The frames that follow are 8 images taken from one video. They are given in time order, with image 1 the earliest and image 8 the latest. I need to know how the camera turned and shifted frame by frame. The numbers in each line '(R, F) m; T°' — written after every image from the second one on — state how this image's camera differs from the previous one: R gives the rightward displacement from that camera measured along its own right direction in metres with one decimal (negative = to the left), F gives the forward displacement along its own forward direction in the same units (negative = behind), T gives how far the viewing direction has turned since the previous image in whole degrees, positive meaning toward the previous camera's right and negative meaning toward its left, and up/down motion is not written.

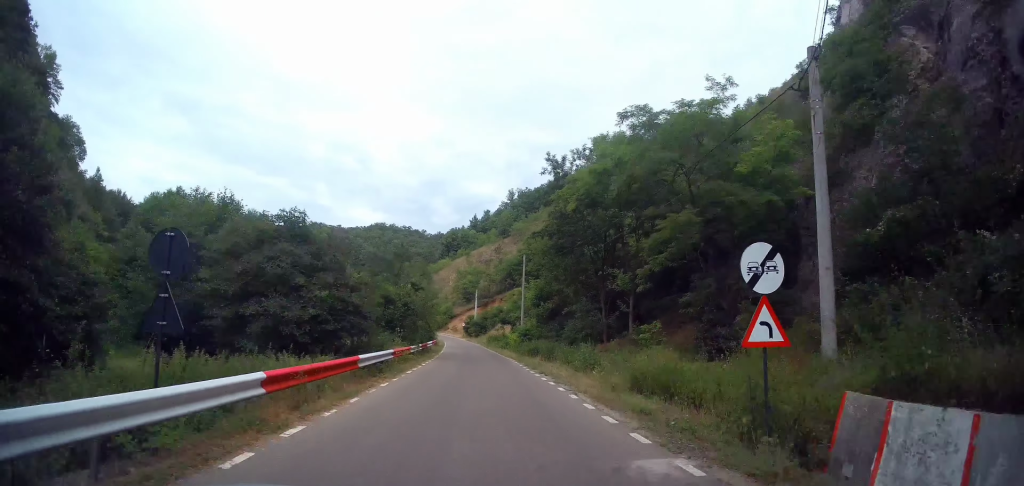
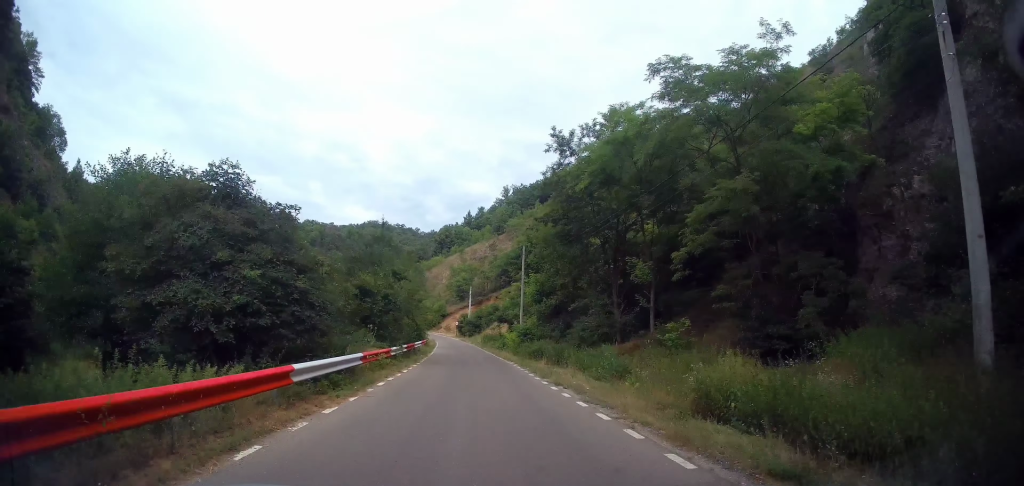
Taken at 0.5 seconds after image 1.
(0.0, +4.7) m; 0°
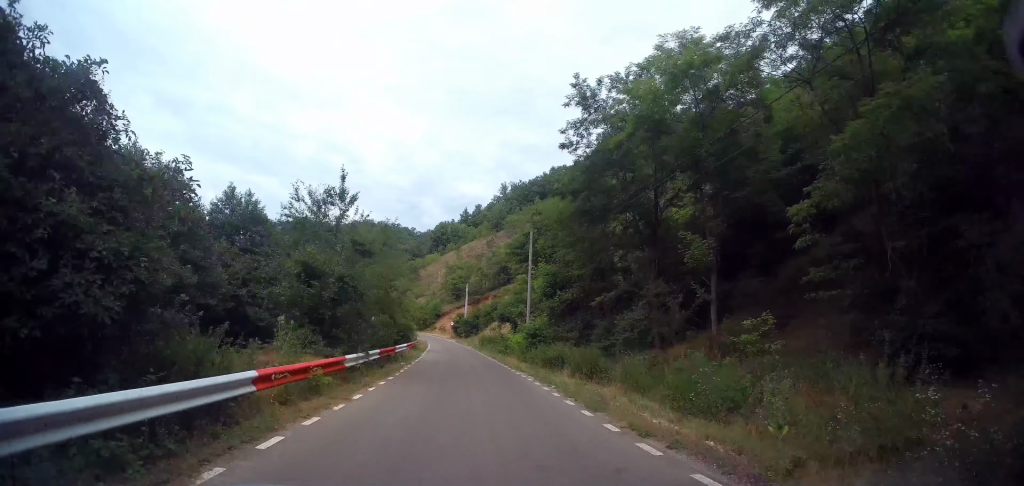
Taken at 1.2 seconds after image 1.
(0.0, +7.5) m; +2°
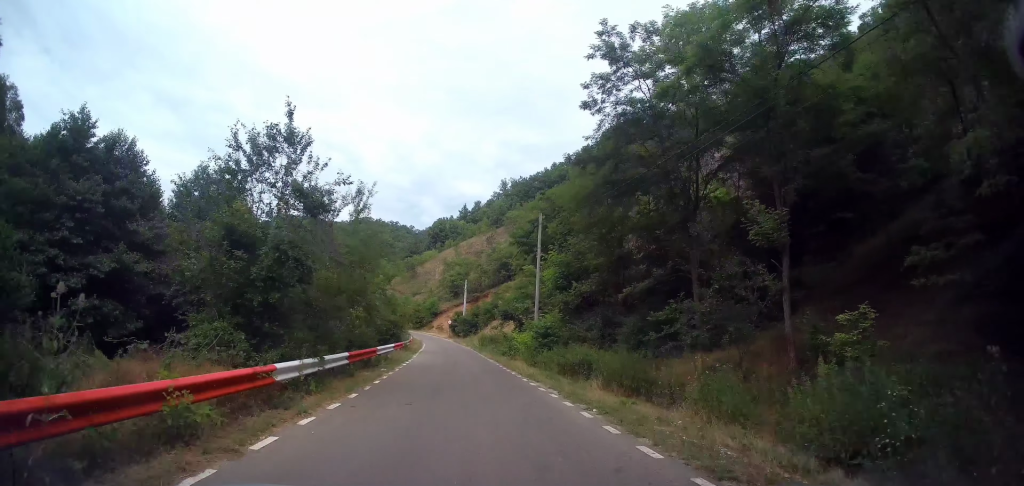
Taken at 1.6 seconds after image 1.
(0.0, +5.1) m; +1°
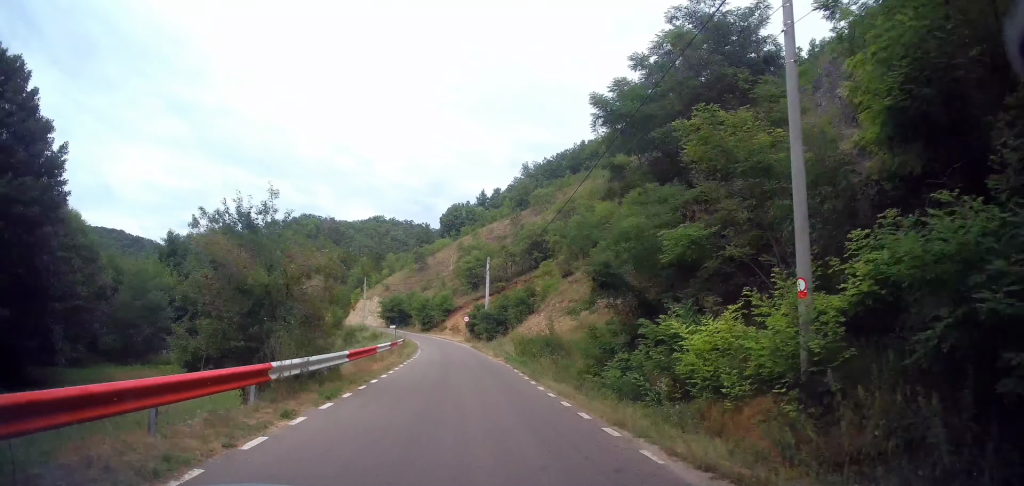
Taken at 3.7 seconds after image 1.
(-0.6, +23.8) m; -4°
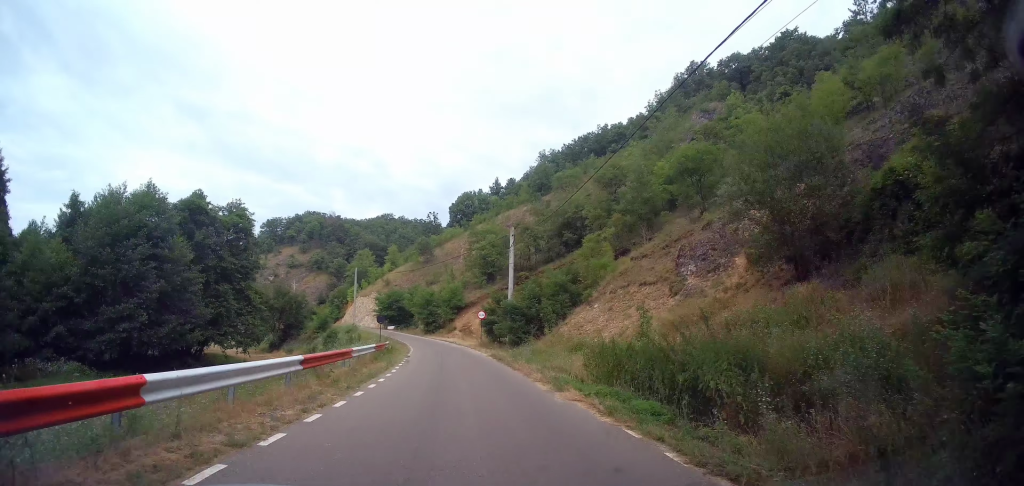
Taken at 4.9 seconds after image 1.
(+0.2, +15.5) m; 0°
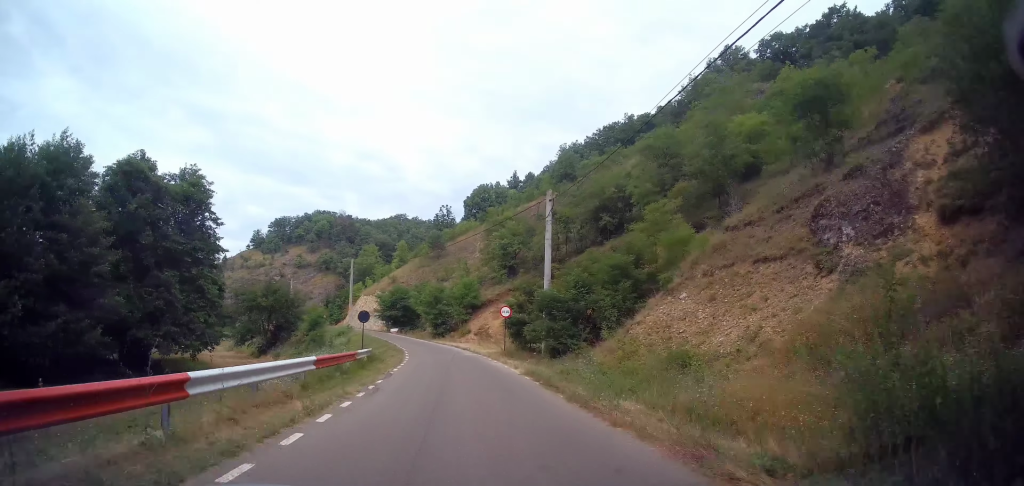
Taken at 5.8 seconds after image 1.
(-0.1, +11.2) m; -2°
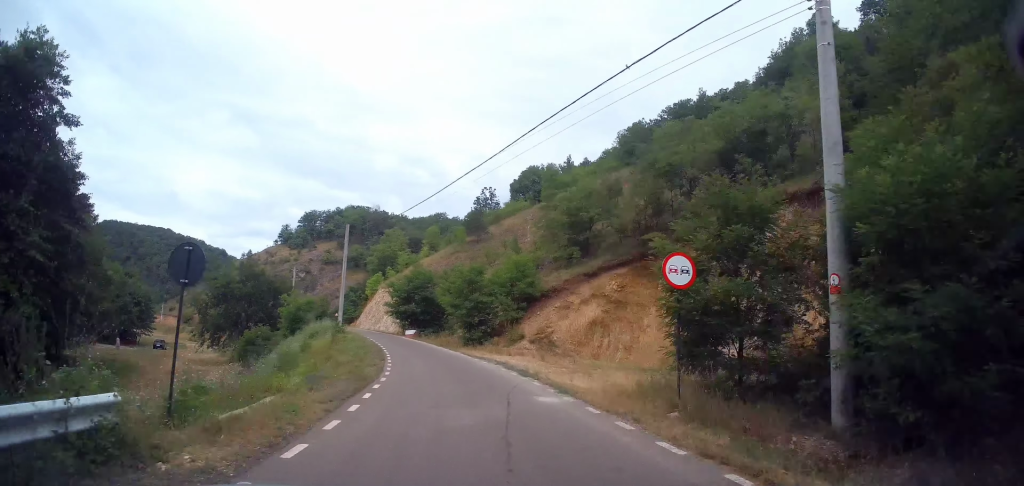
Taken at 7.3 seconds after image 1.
(-0.8, +19.7) m; -6°
